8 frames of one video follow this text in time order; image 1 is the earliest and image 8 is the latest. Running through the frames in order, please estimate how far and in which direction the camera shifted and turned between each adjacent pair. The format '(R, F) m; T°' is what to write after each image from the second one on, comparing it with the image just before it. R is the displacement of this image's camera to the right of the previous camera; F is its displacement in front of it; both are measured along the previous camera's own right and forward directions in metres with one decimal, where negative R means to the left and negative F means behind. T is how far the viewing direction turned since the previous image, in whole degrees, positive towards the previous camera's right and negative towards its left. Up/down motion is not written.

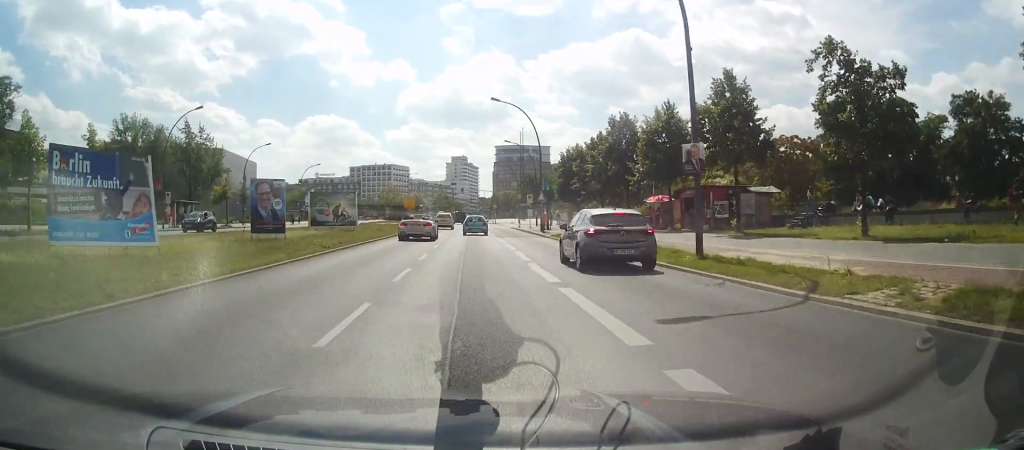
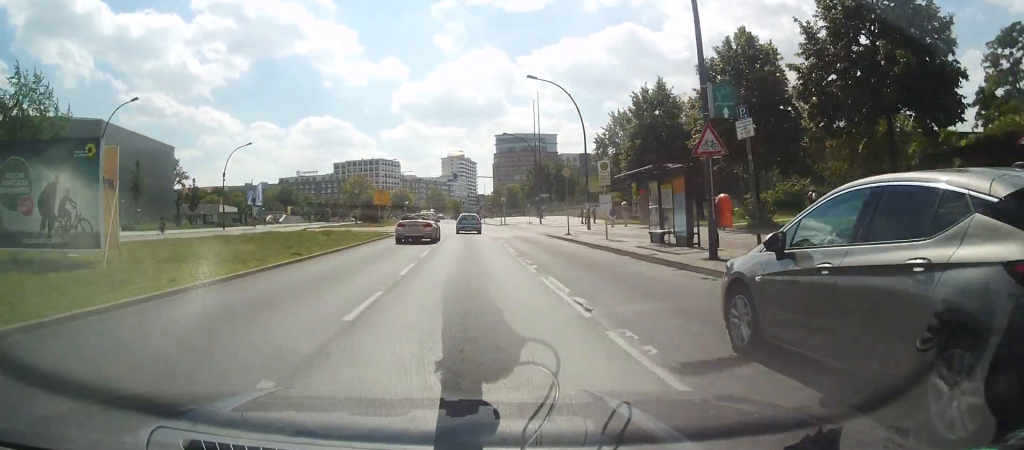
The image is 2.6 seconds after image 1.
(-0.3, +35.0) m; 0°
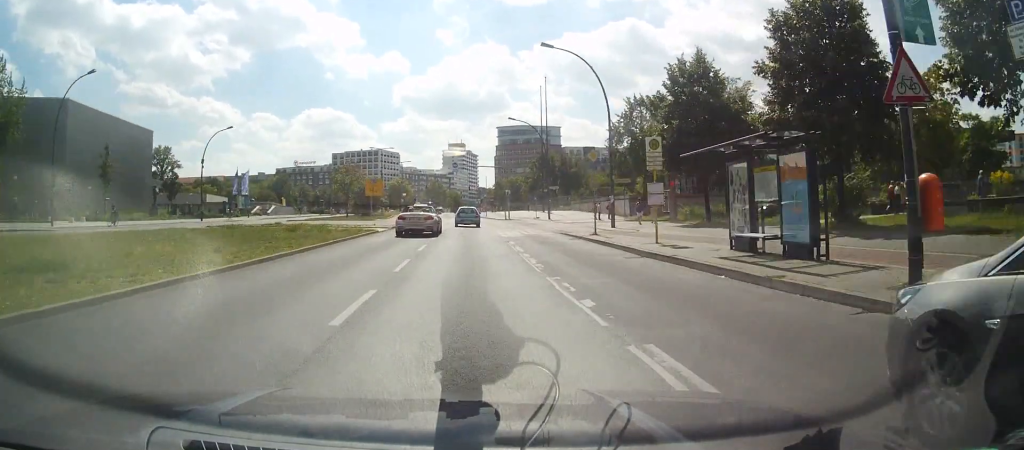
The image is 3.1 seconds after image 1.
(+0.2, +7.0) m; 0°
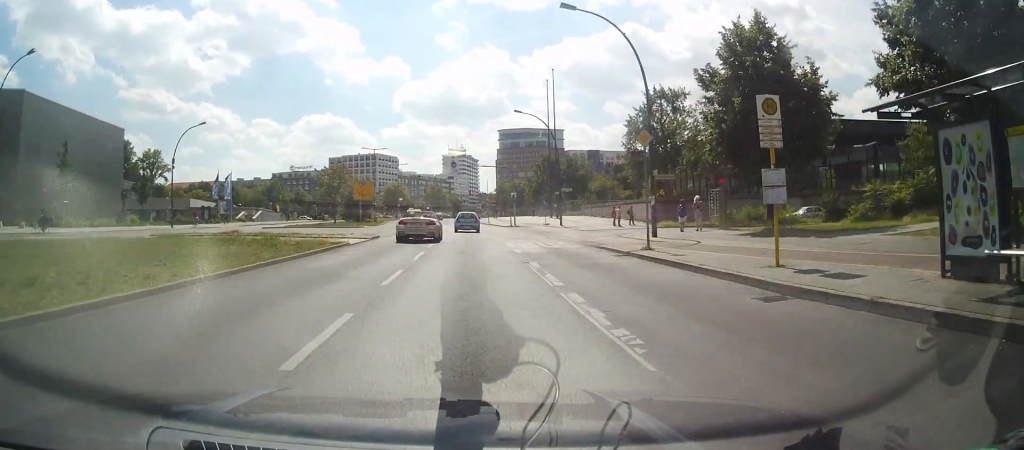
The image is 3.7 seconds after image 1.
(-0.2, +7.8) m; -1°
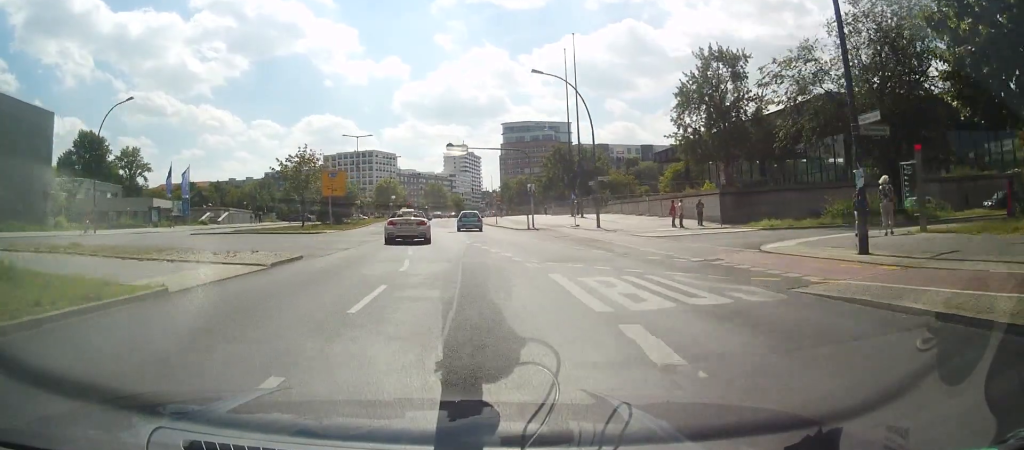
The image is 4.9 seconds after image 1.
(-0.2, +15.4) m; -1°
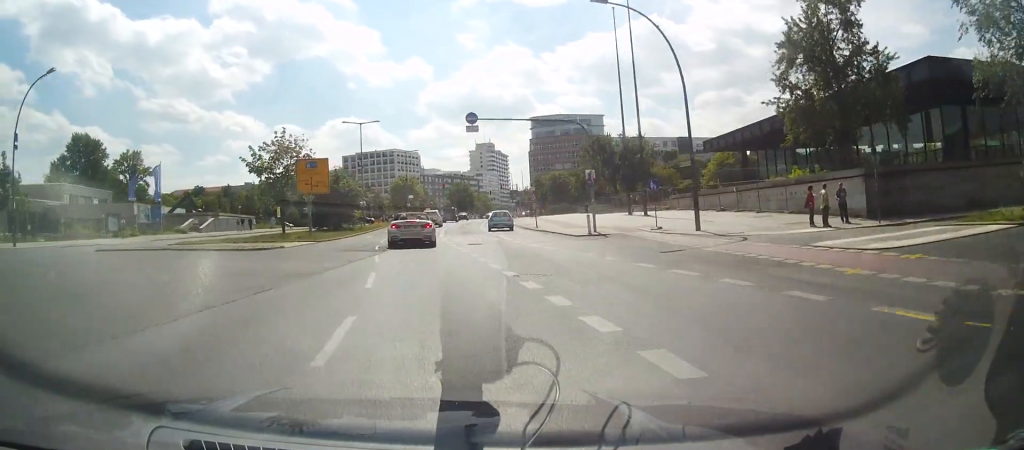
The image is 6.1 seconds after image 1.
(0.0, +14.2) m; -2°
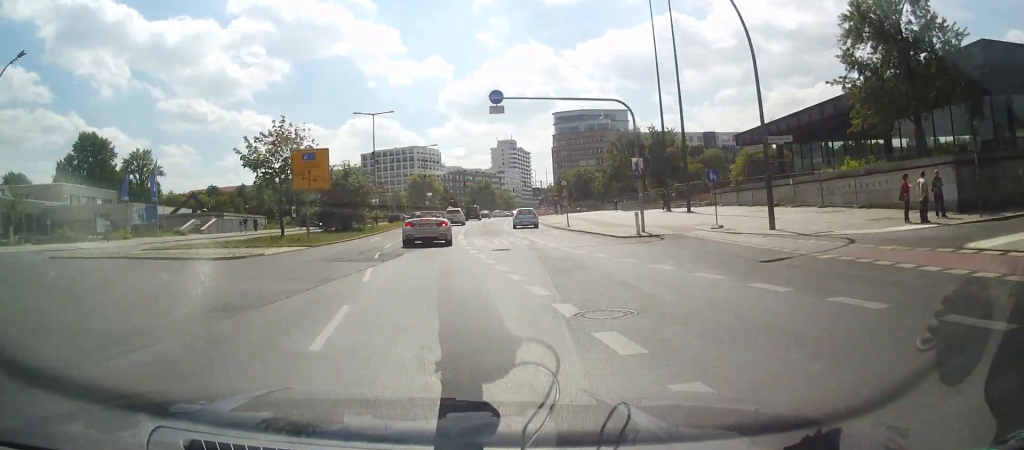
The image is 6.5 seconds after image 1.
(-0.1, +5.2) m; -2°
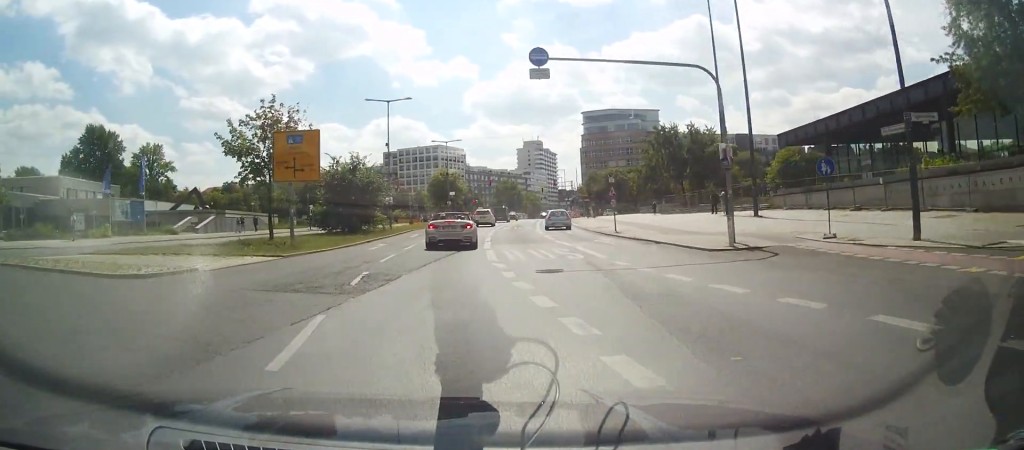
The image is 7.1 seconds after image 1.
(-0.1, +7.1) m; -2°
